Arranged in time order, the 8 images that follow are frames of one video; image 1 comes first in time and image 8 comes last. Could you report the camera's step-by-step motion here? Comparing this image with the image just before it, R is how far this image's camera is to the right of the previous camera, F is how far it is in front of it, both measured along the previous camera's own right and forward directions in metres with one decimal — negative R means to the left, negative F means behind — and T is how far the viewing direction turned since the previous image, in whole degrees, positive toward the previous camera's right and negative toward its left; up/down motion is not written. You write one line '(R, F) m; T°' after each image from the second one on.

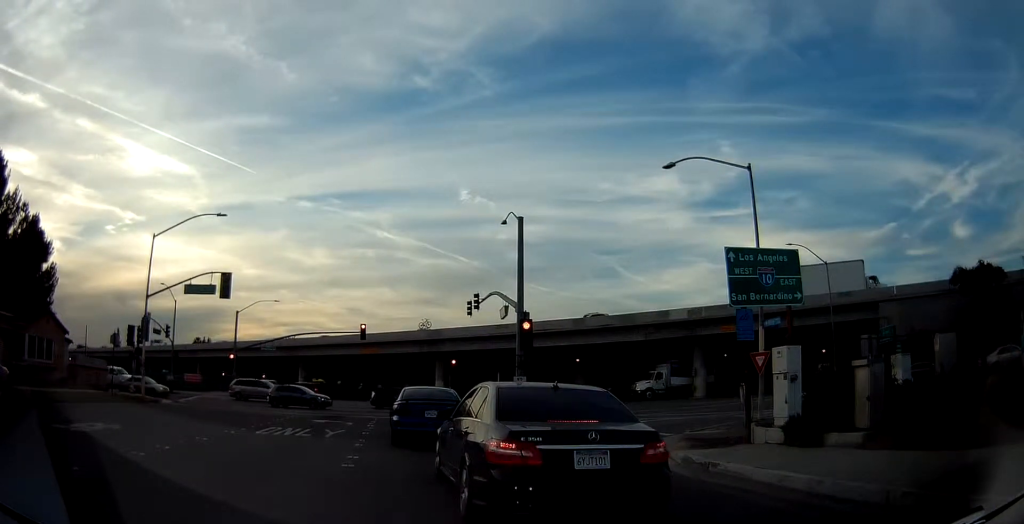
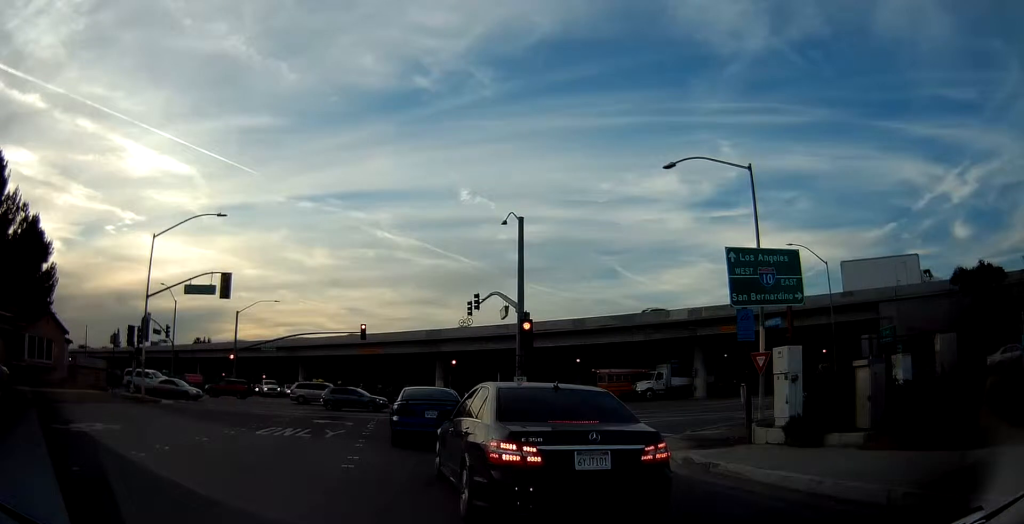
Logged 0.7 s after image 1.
(0.0, 0.0) m; 0°
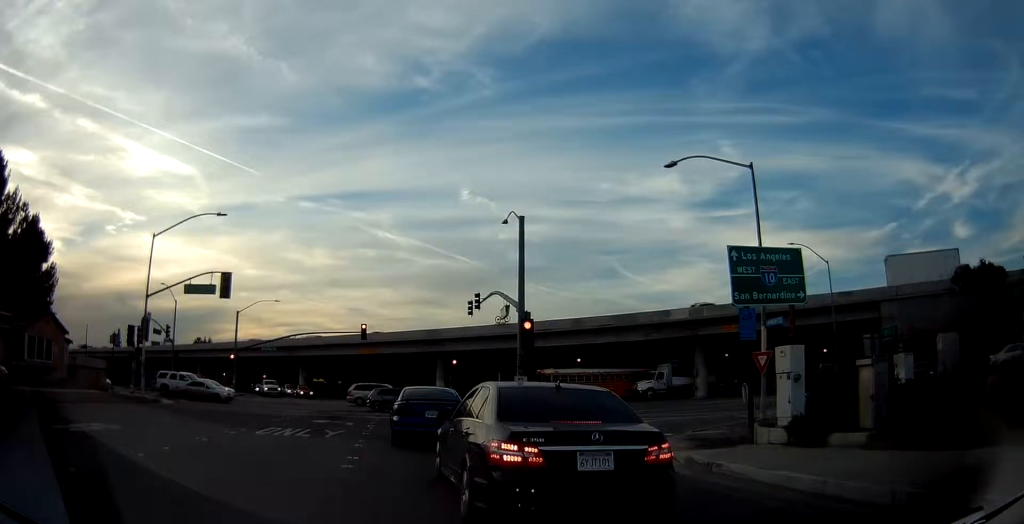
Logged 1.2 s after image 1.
(0.0, 0.0) m; 0°
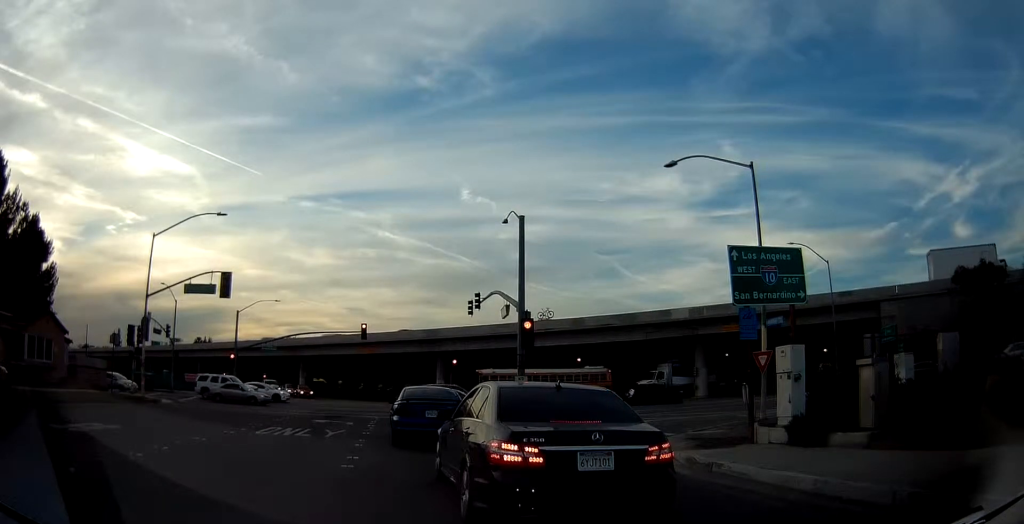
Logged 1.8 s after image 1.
(0.0, 0.0) m; 0°
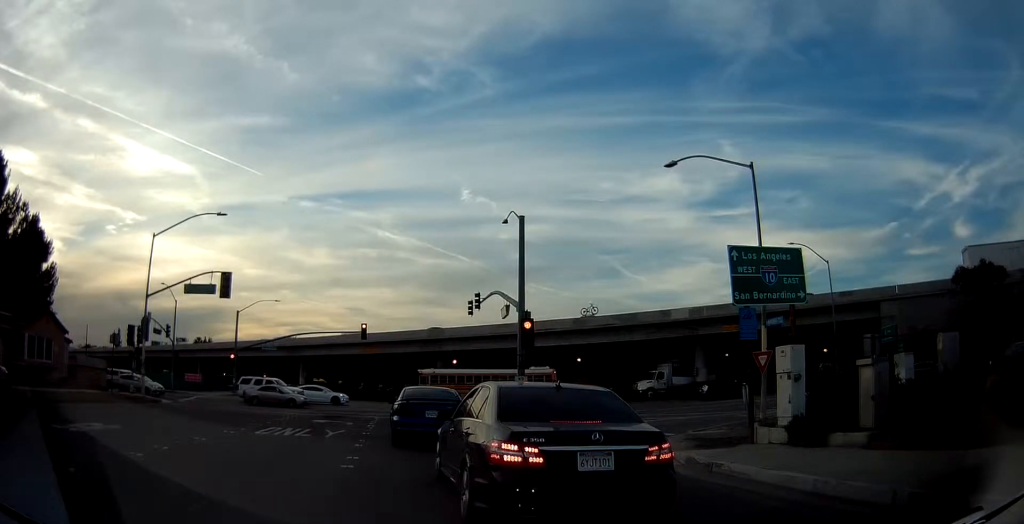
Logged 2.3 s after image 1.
(0.0, 0.0) m; 0°
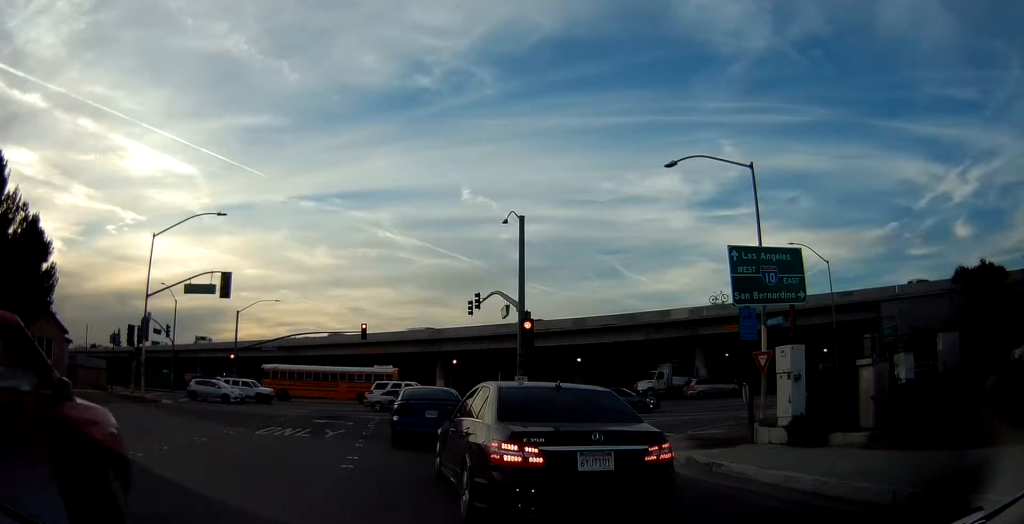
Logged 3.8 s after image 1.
(0.0, 0.0) m; 0°
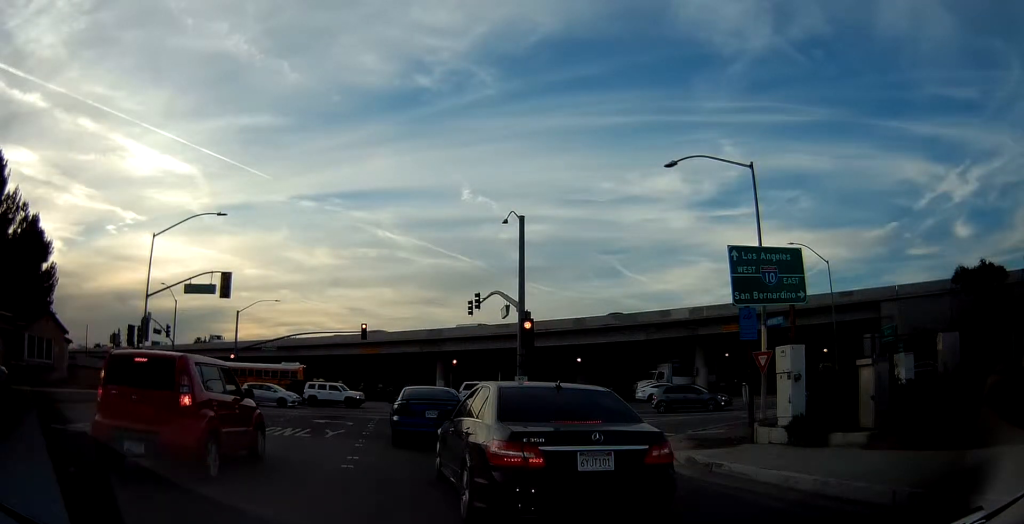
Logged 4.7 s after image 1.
(0.0, 0.0) m; 0°
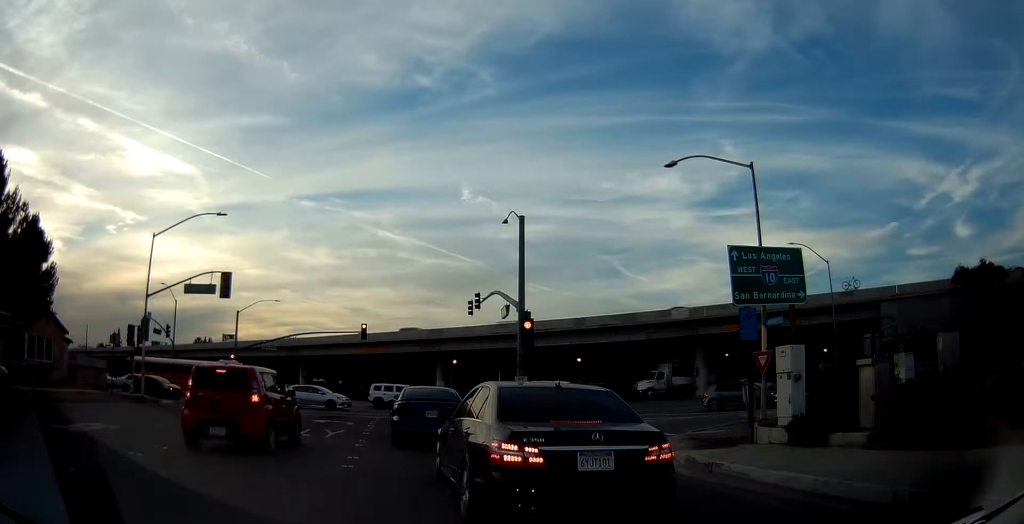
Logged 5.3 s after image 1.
(0.0, 0.0) m; 0°
